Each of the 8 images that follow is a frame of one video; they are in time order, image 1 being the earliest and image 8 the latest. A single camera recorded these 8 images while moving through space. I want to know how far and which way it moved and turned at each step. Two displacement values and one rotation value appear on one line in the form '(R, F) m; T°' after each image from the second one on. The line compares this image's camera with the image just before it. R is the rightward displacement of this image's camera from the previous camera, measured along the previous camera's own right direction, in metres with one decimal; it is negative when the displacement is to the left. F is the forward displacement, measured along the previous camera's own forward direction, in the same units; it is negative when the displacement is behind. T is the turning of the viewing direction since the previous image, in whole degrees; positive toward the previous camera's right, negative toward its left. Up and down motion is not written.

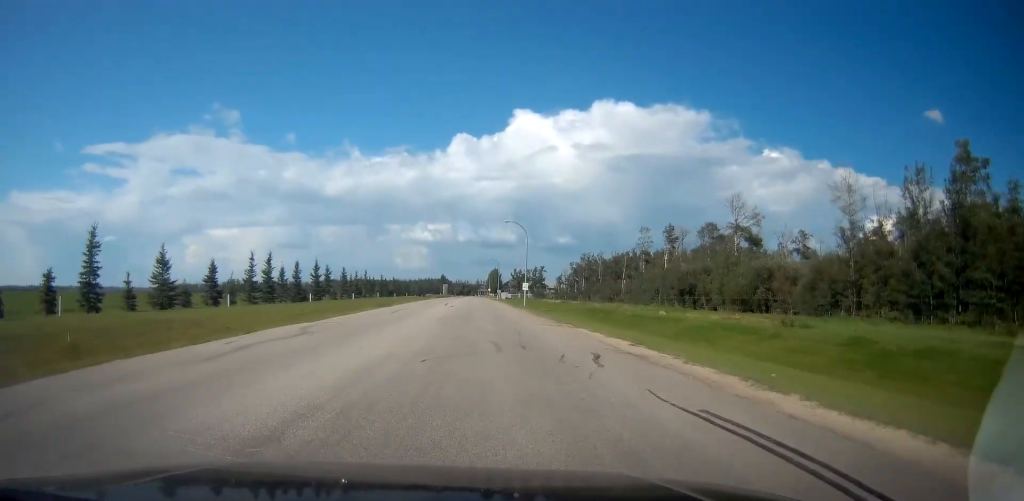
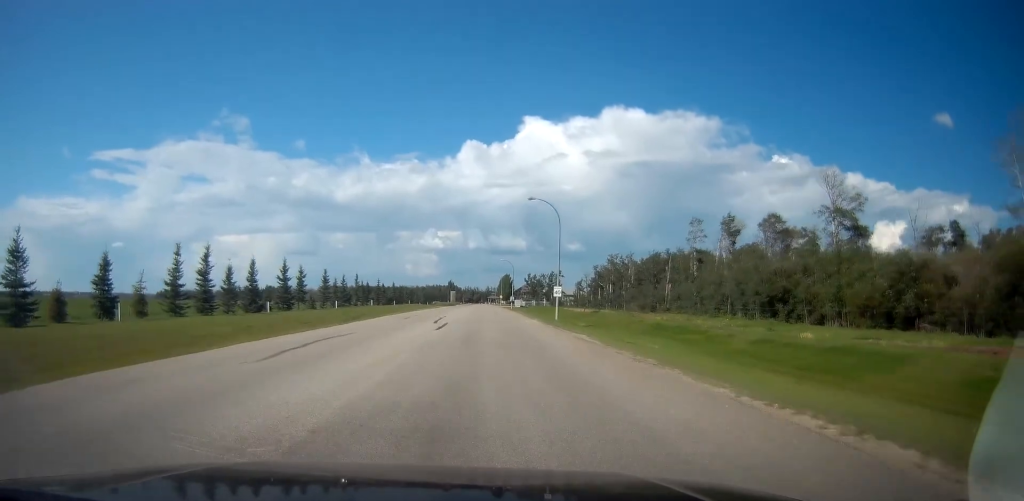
(-0.1, +20.0) m; +1°
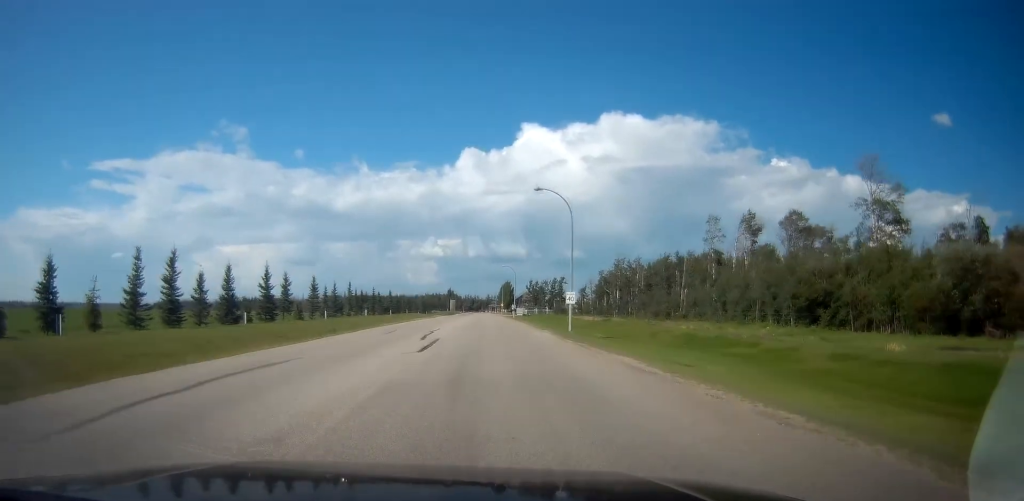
(+0.2, +6.5) m; 0°
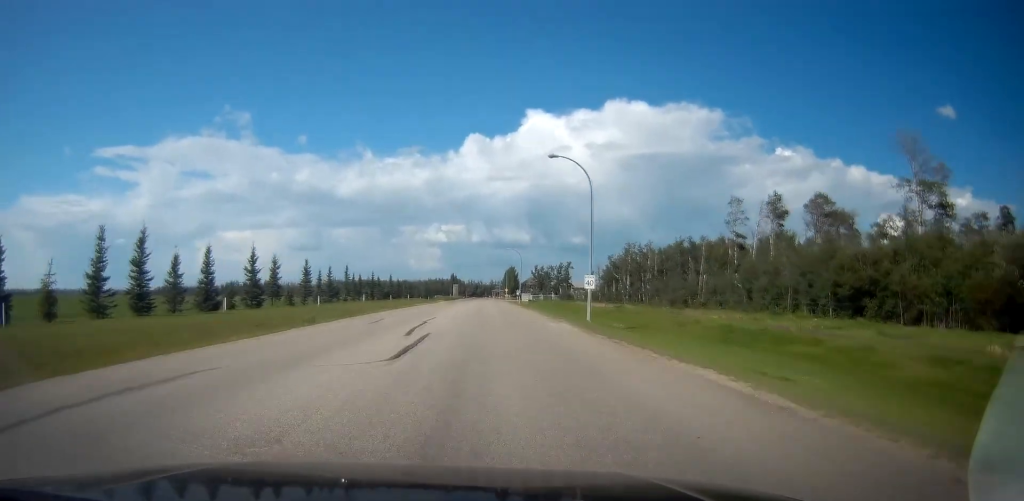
(-0.2, +5.7) m; 0°
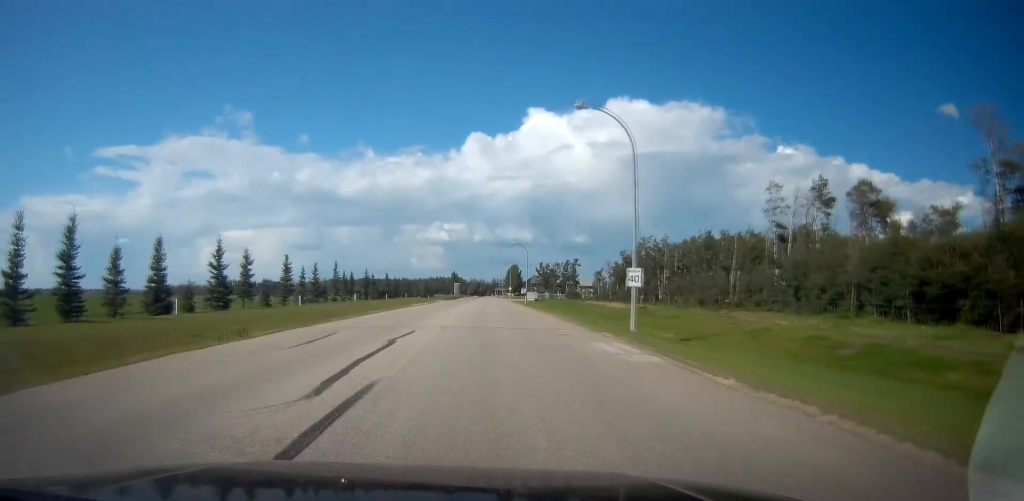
(-0.1, +9.4) m; 0°
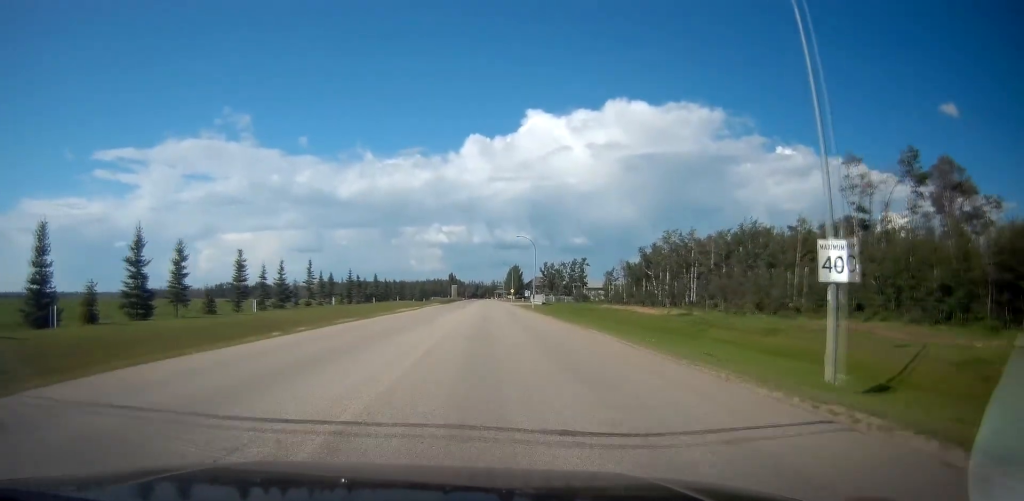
(+0.1, +14.7) m; 0°
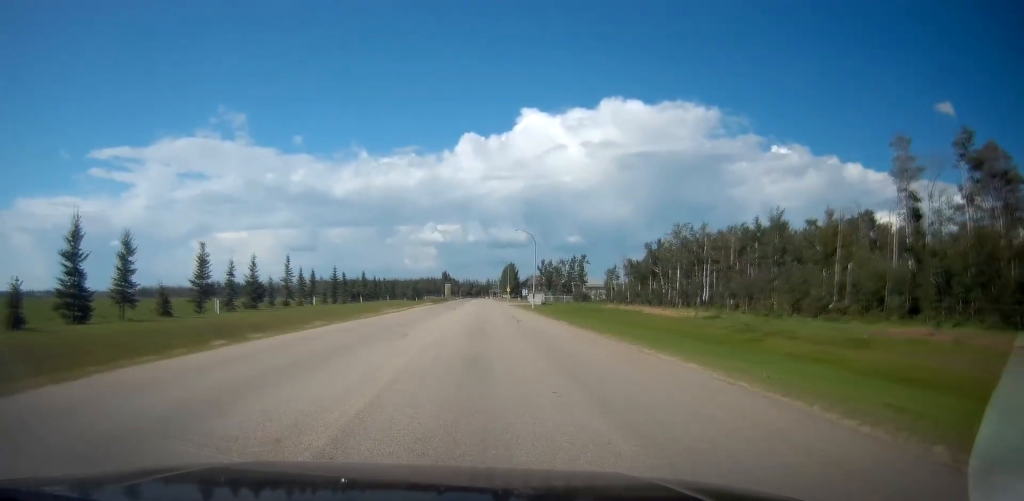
(-0.2, +7.5) m; 0°
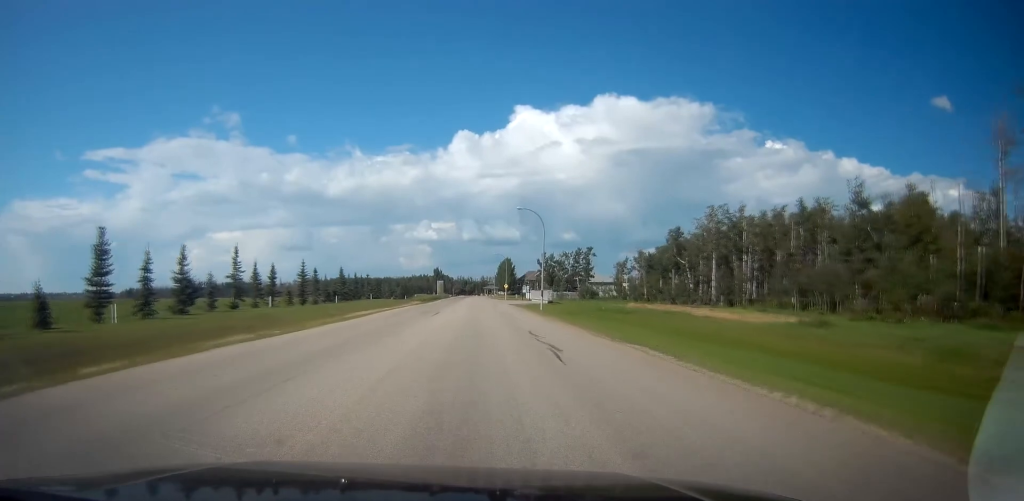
(+0.6, +15.1) m; +2°
